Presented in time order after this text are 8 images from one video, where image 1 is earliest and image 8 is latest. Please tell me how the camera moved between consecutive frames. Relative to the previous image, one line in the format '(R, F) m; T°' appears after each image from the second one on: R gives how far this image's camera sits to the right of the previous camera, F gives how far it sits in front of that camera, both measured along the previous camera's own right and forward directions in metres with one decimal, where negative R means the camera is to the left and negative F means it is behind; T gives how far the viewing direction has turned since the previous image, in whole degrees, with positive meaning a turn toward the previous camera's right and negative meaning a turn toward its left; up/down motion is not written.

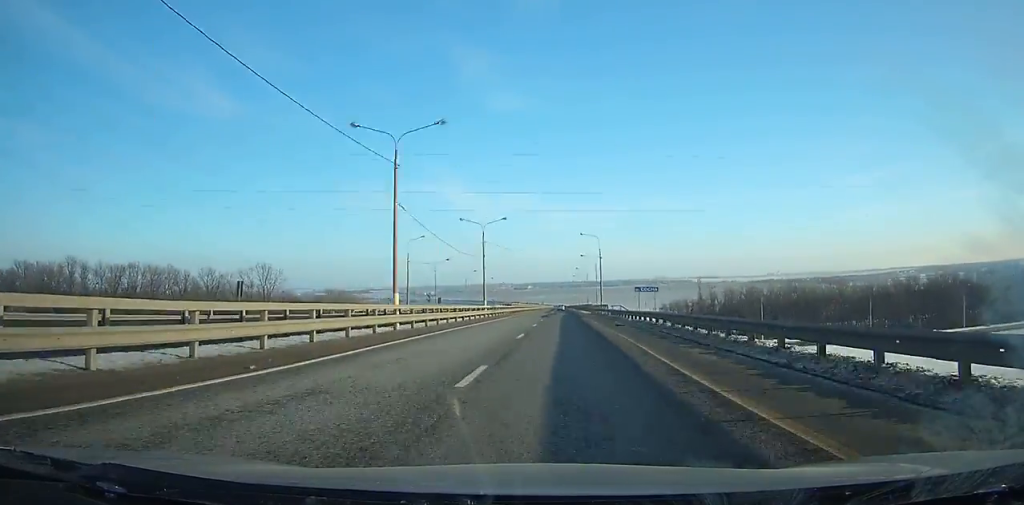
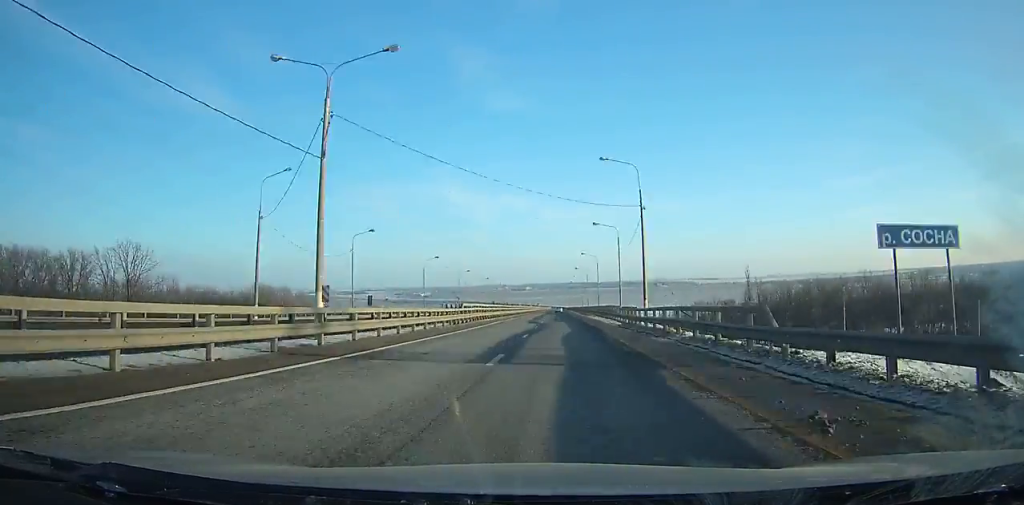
(+0.1, +43.5) m; 0°
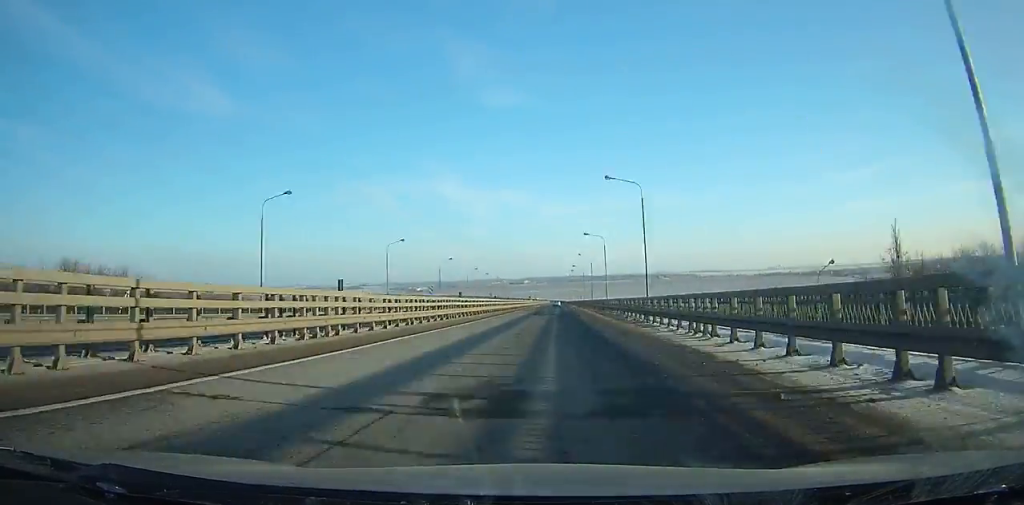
(+0.1, +55.4) m; 0°
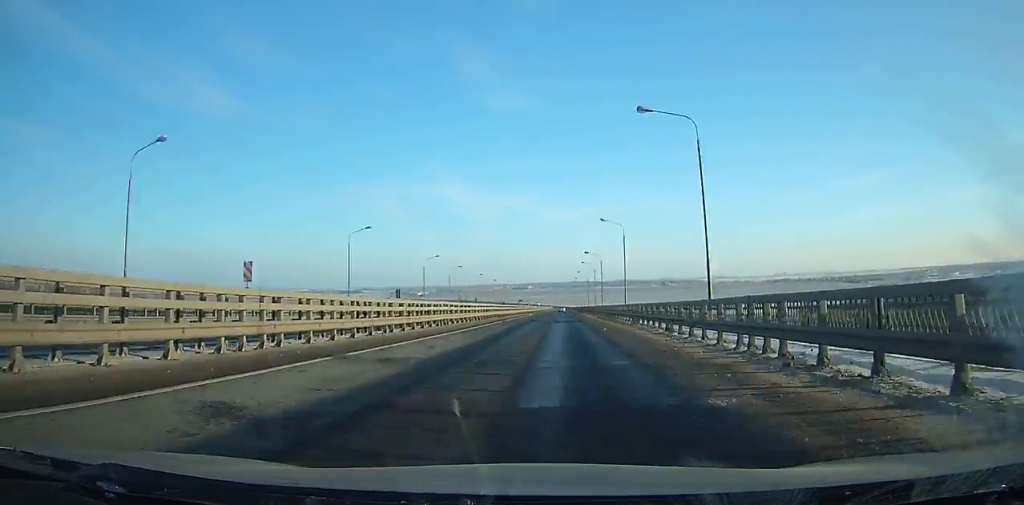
(0.0, +52.2) m; 0°
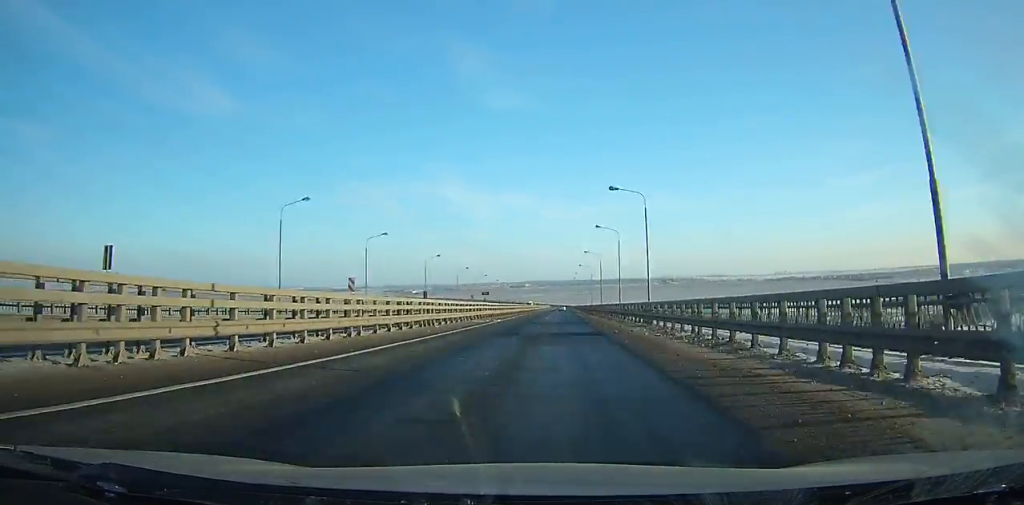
(0.0, +51.8) m; 0°
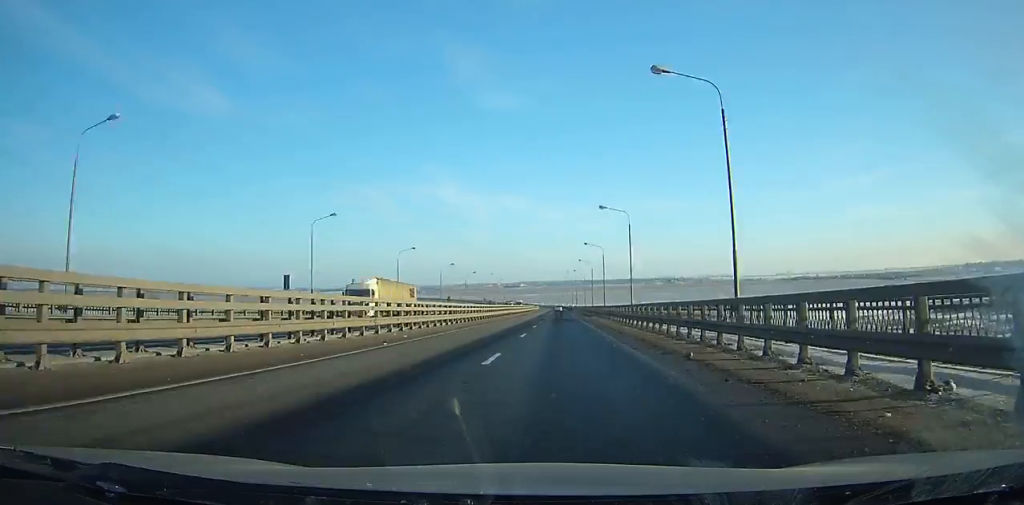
(+0.2, +139.8) m; 0°
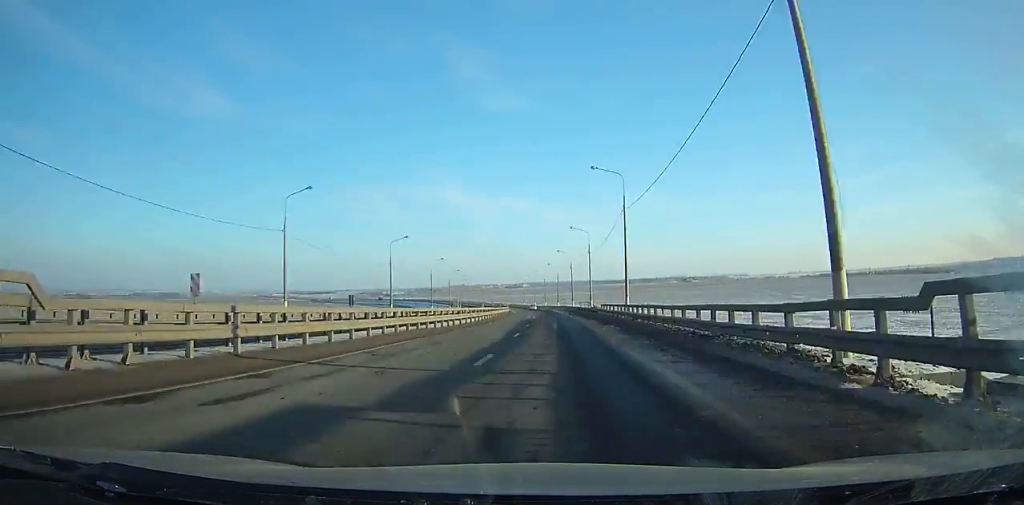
(-0.4, +164.9) m; -1°
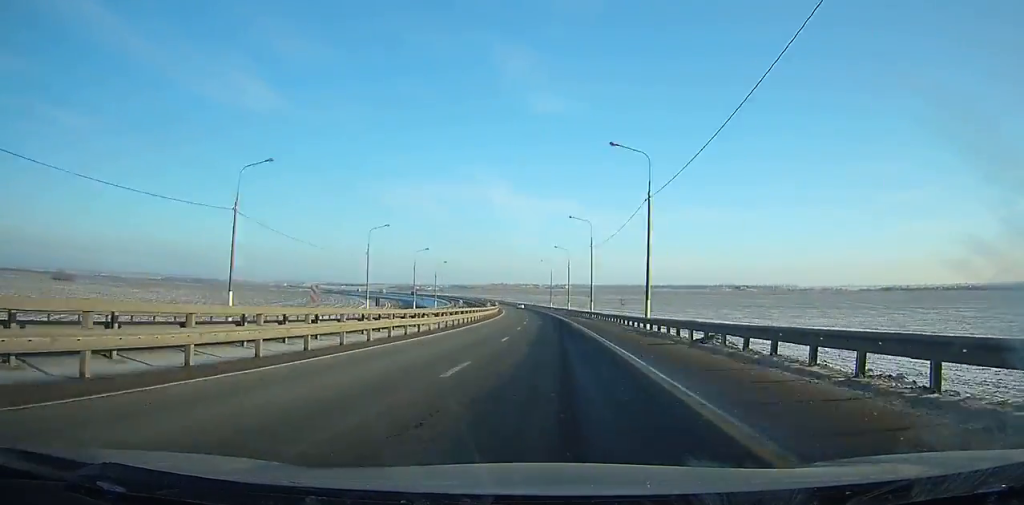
(-4.1, +114.2) m; -4°
